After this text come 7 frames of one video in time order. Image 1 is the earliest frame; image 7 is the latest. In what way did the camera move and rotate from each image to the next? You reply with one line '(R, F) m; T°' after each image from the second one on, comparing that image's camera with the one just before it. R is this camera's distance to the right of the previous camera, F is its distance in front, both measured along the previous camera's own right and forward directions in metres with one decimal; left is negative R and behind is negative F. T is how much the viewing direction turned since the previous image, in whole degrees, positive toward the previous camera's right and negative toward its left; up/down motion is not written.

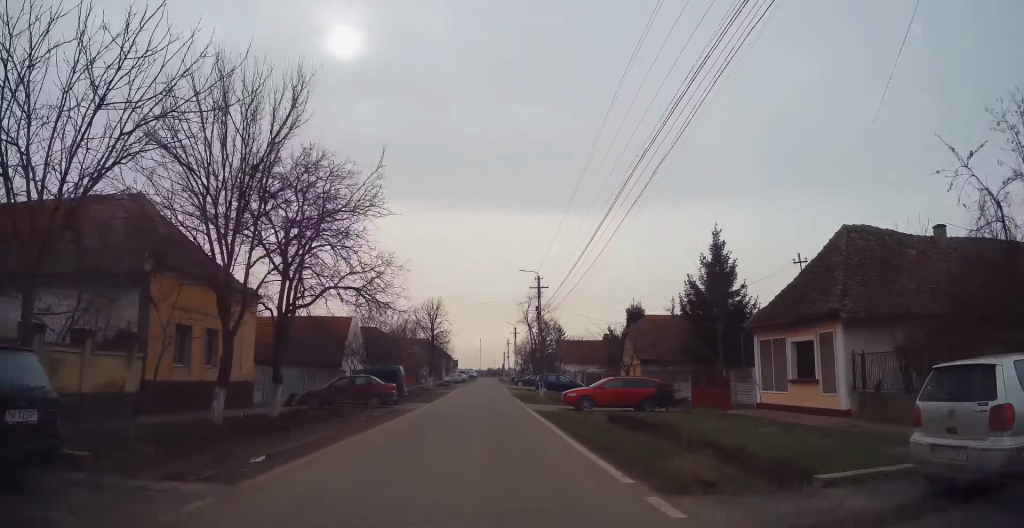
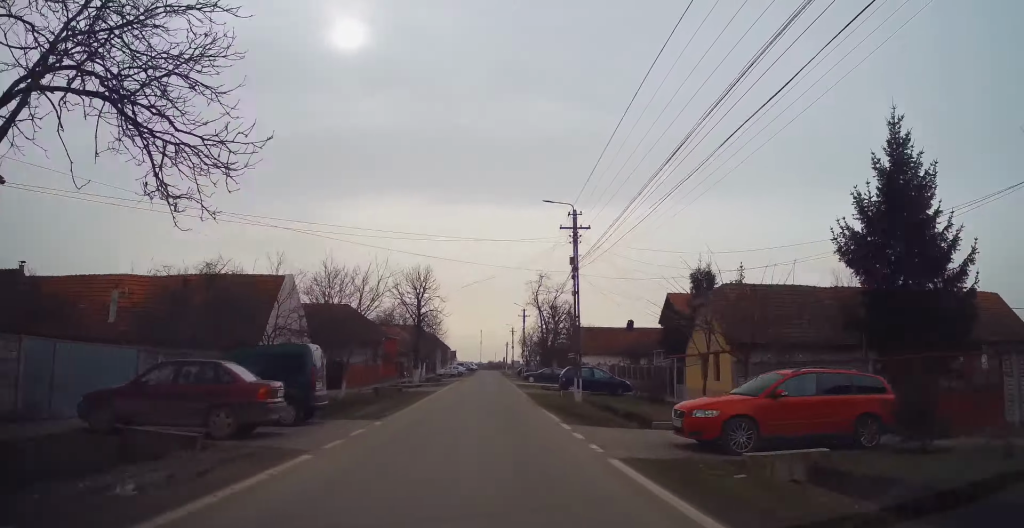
(-0.5, +15.3) m; -1°
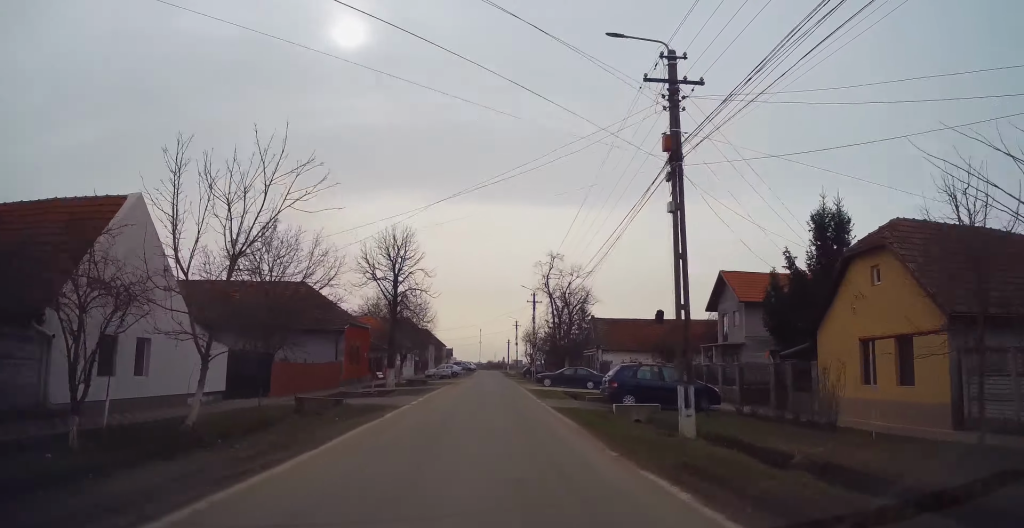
(+0.3, +13.7) m; +2°
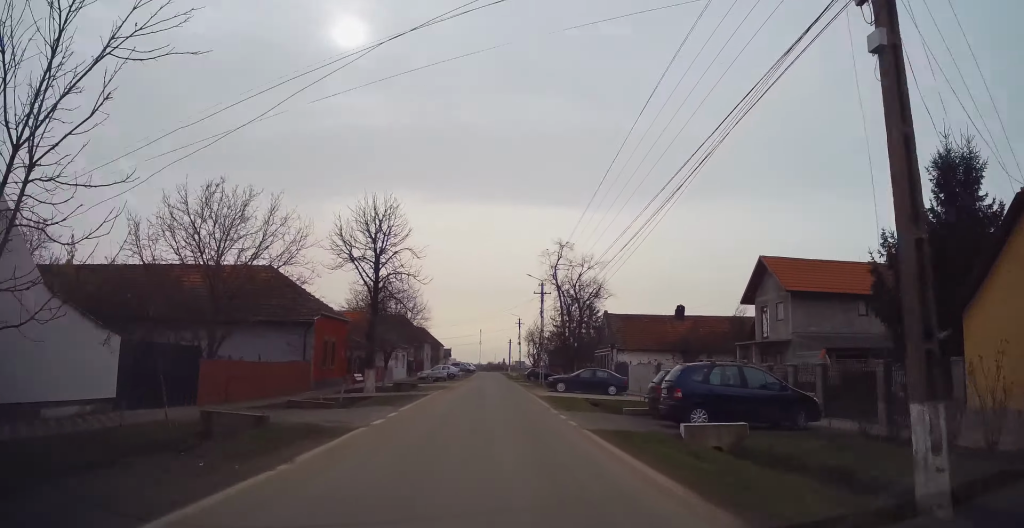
(+0.2, +7.0) m; 0°
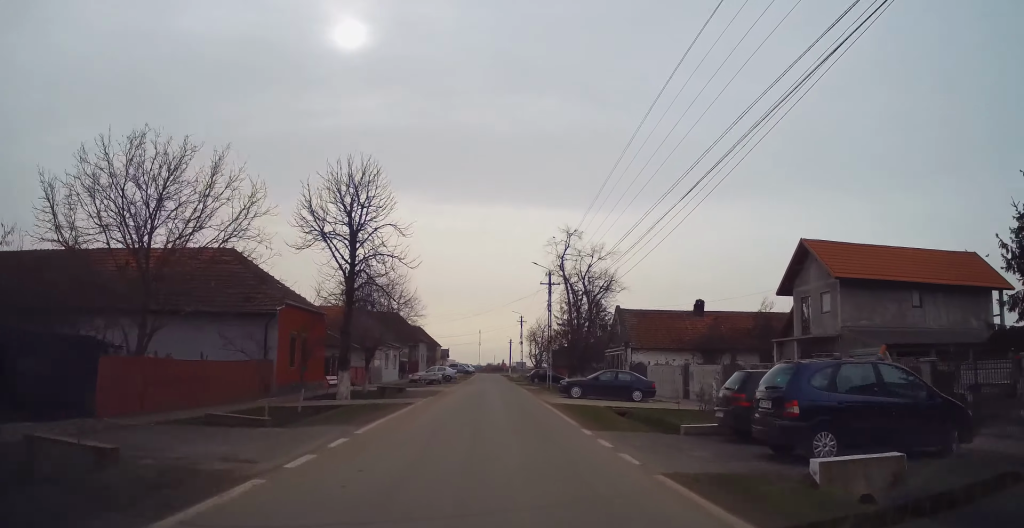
(-0.1, +5.8) m; 0°
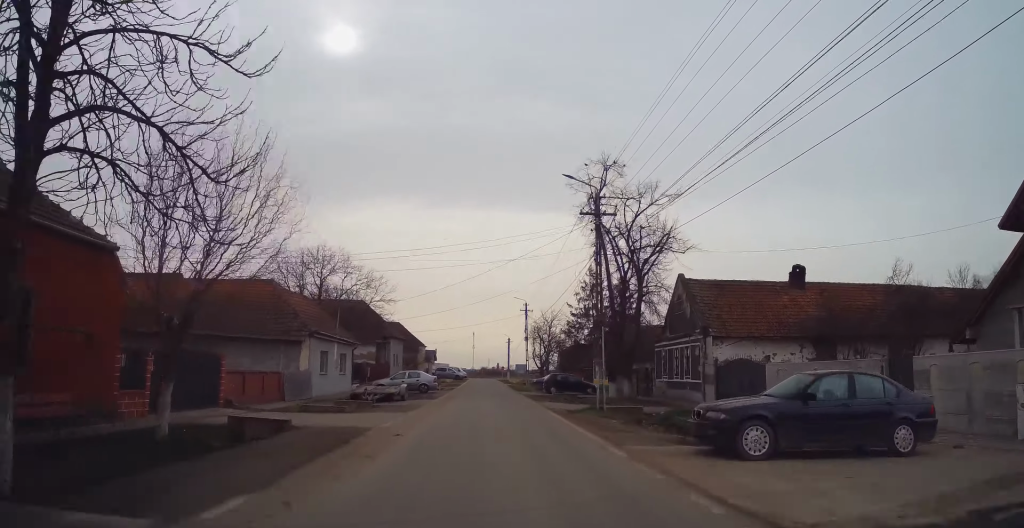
(-0.1, +19.6) m; 0°
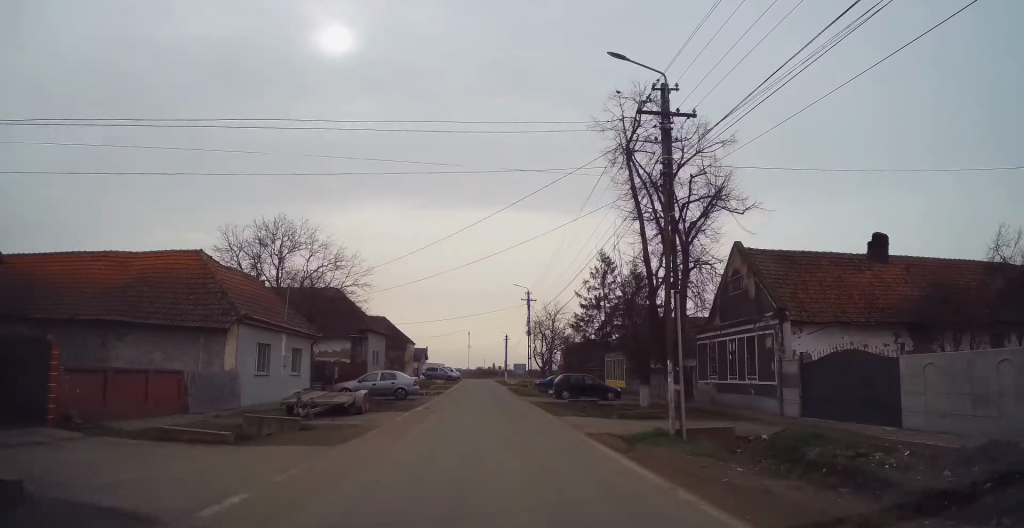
(-0.1, +8.9) m; 0°
